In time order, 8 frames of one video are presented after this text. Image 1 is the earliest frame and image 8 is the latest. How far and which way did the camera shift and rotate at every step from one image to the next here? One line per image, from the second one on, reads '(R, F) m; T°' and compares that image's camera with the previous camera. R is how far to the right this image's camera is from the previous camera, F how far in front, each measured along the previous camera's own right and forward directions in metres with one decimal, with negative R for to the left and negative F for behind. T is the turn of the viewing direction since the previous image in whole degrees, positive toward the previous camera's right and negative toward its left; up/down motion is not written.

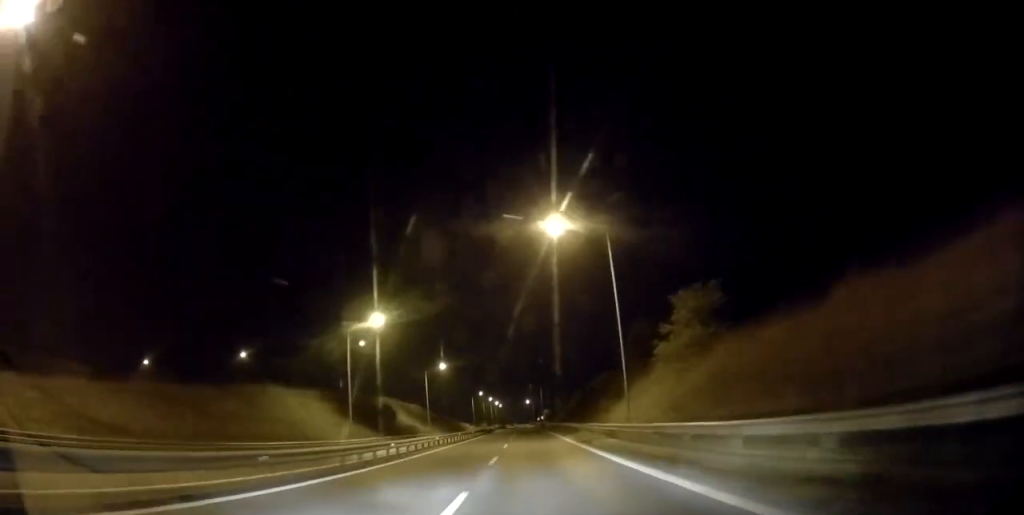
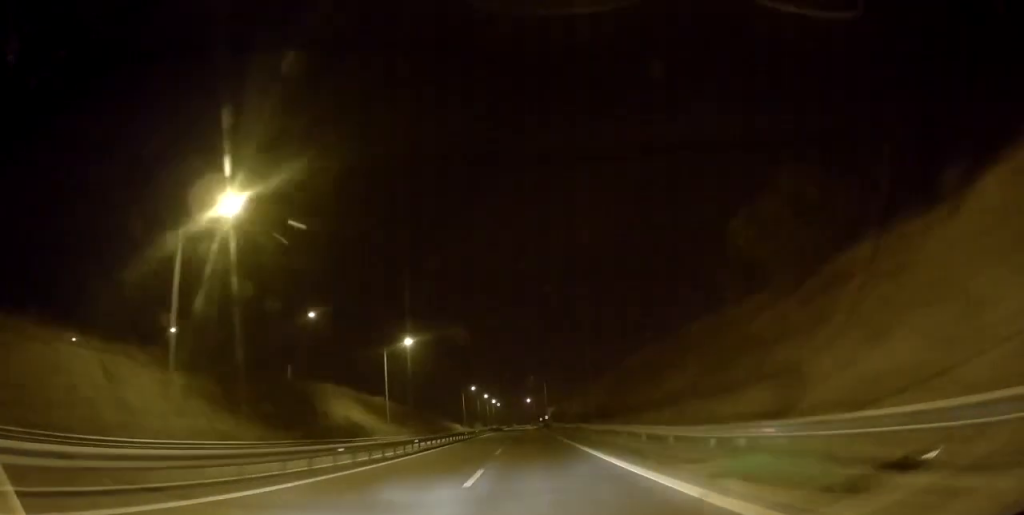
(-0.3, +30.2) m; 0°
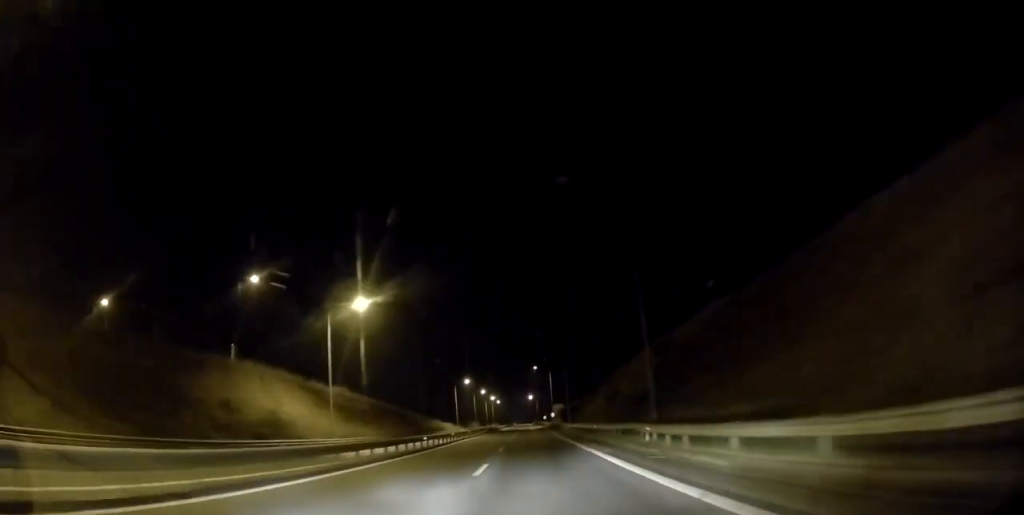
(0.0, +21.6) m; 0°
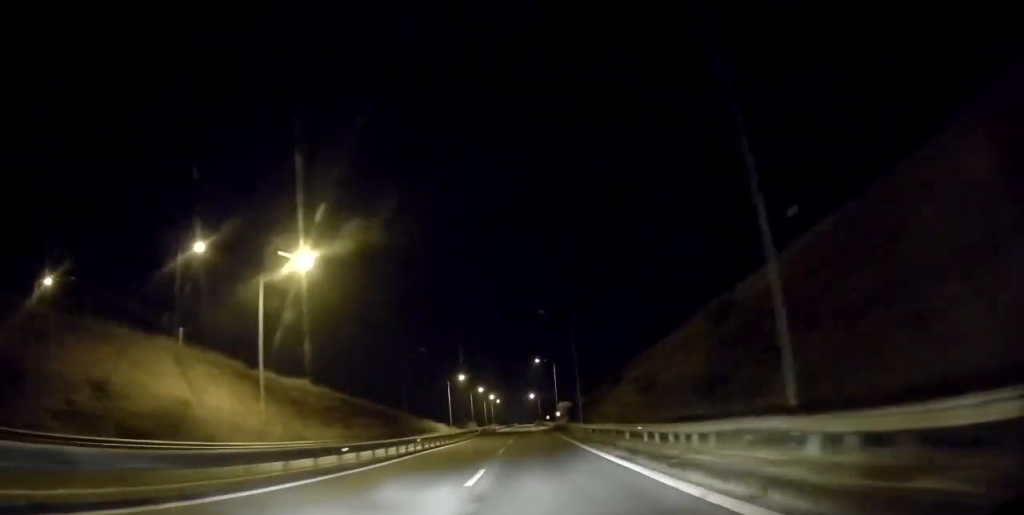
(+0.2, +14.1) m; 0°
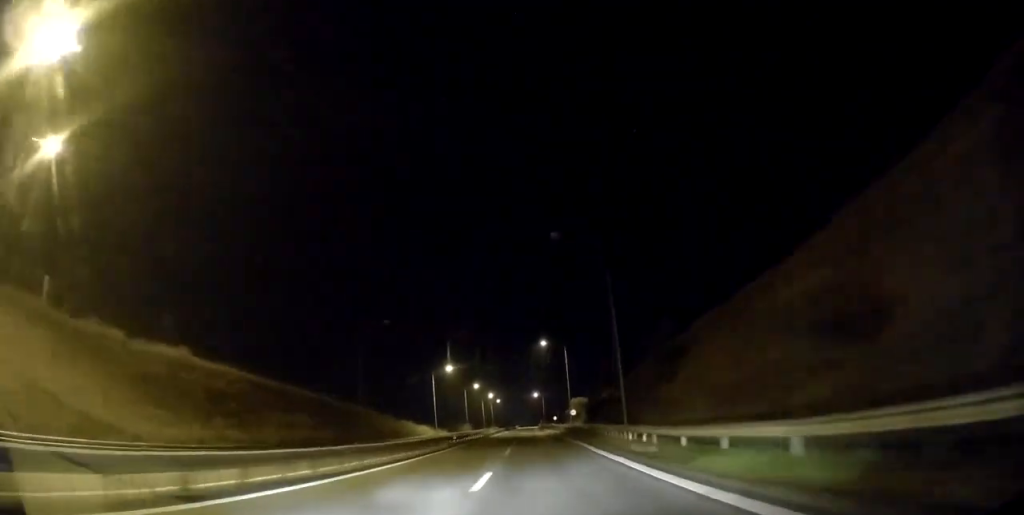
(-0.1, +24.5) m; 0°
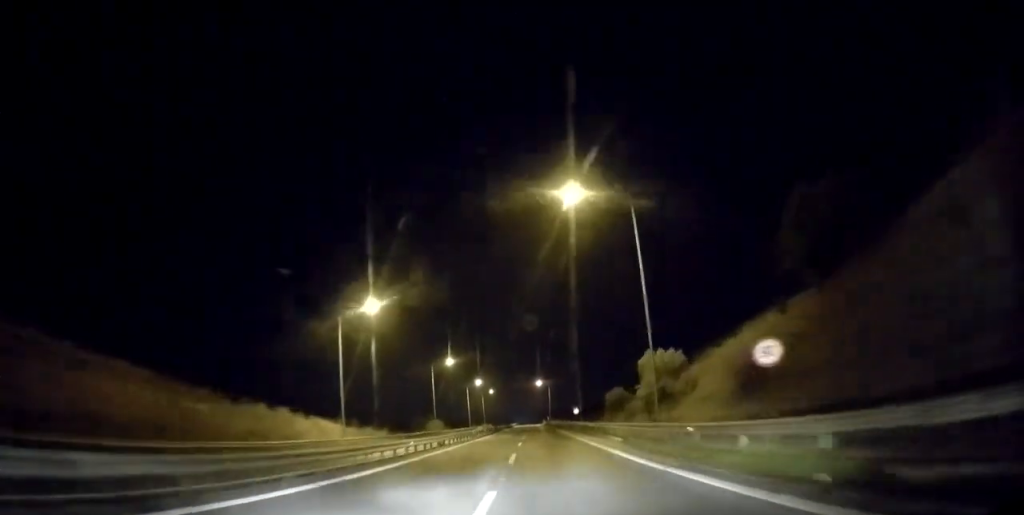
(-0.7, +52.3) m; -1°
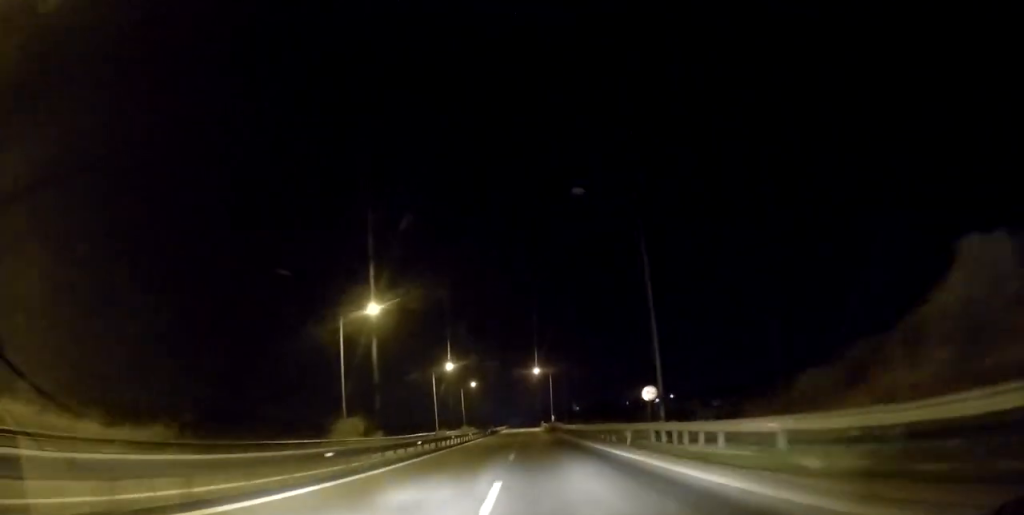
(+0.3, +46.0) m; +1°
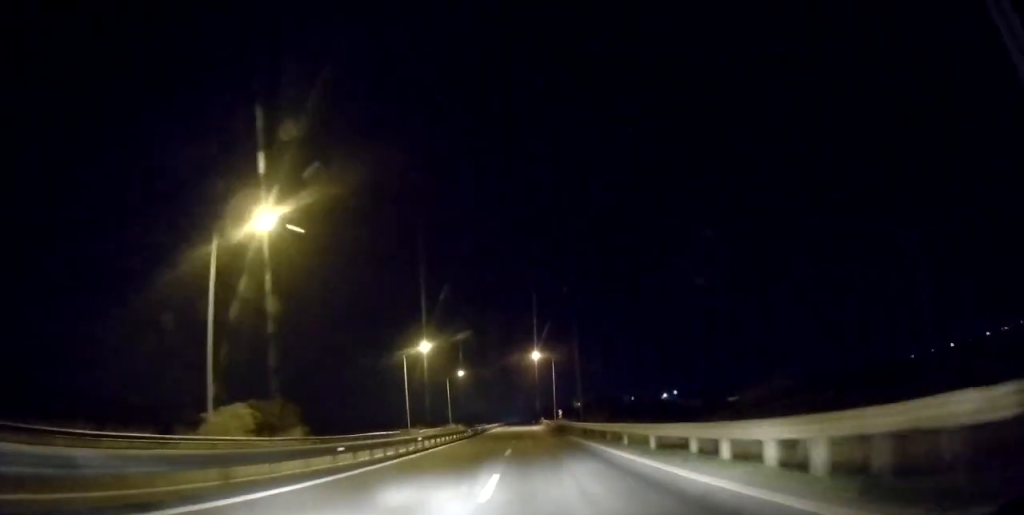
(+0.1, +22.5) m; 0°
